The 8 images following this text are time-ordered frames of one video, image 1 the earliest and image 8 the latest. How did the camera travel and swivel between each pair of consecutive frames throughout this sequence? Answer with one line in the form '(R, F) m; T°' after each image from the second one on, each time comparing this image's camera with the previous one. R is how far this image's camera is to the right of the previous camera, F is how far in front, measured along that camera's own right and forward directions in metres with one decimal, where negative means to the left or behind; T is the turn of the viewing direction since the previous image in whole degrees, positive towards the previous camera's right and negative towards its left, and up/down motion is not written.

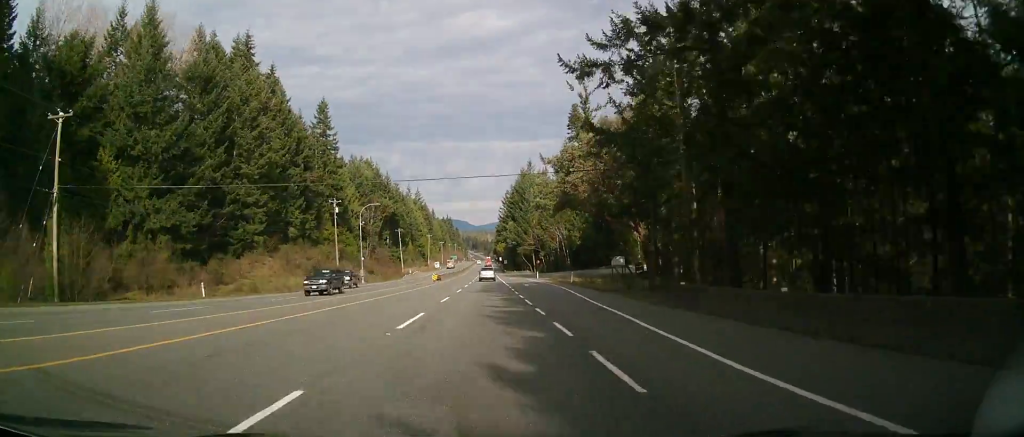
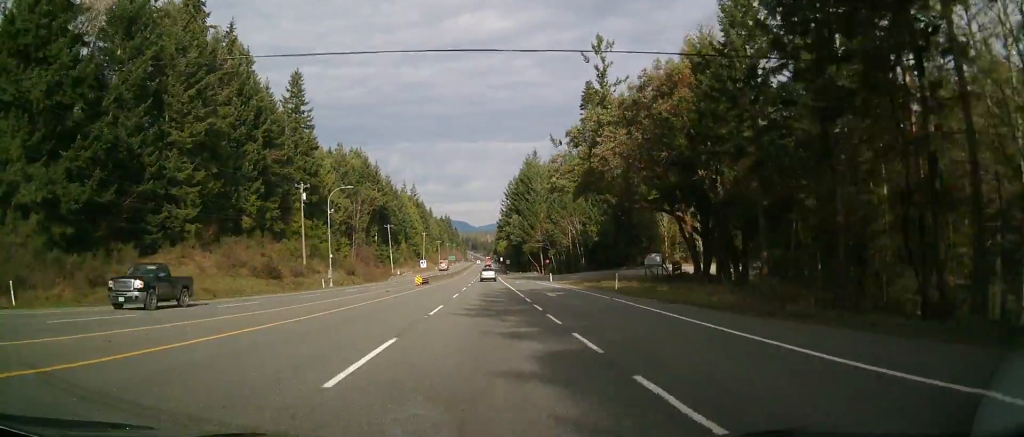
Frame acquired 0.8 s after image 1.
(0.0, +19.1) m; -1°
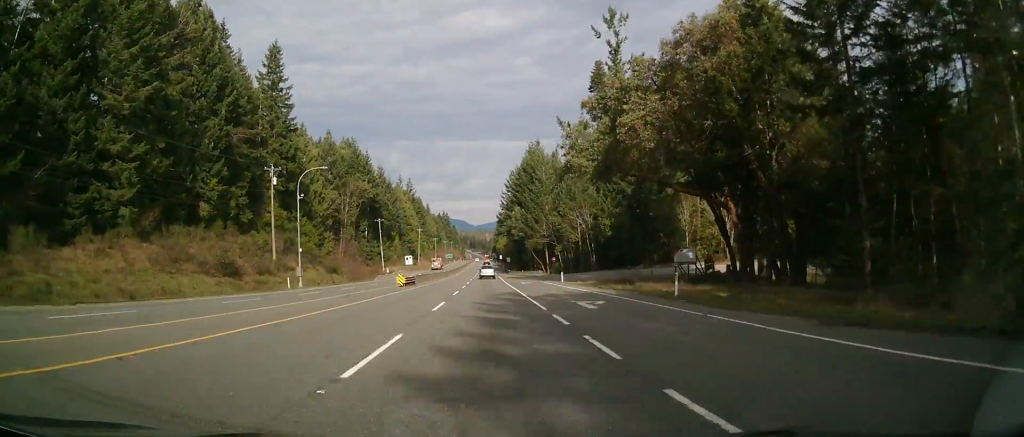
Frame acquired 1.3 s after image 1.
(0.0, +12.0) m; -1°
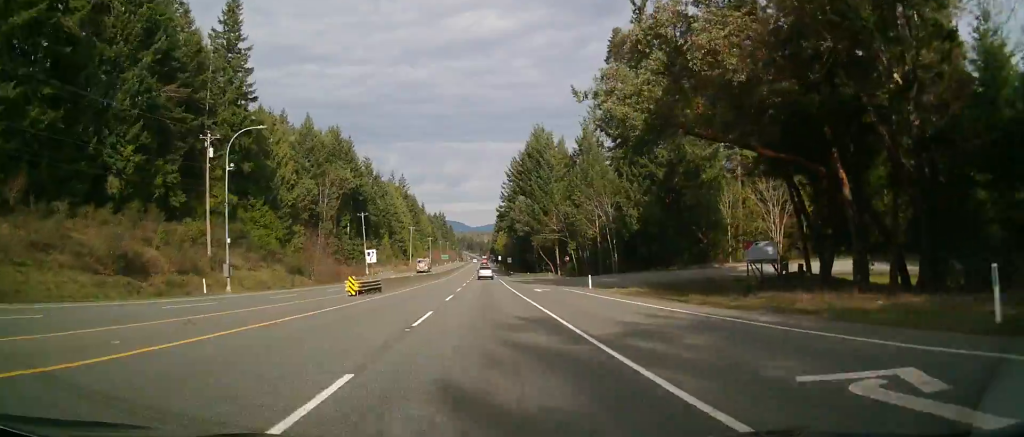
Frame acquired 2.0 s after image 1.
(-0.3, +17.7) m; -1°
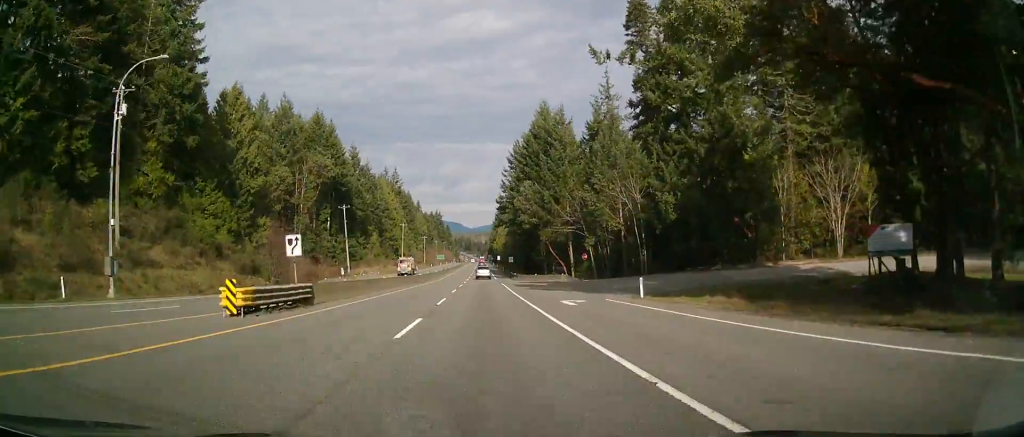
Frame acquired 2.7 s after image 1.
(0.0, +15.5) m; 0°
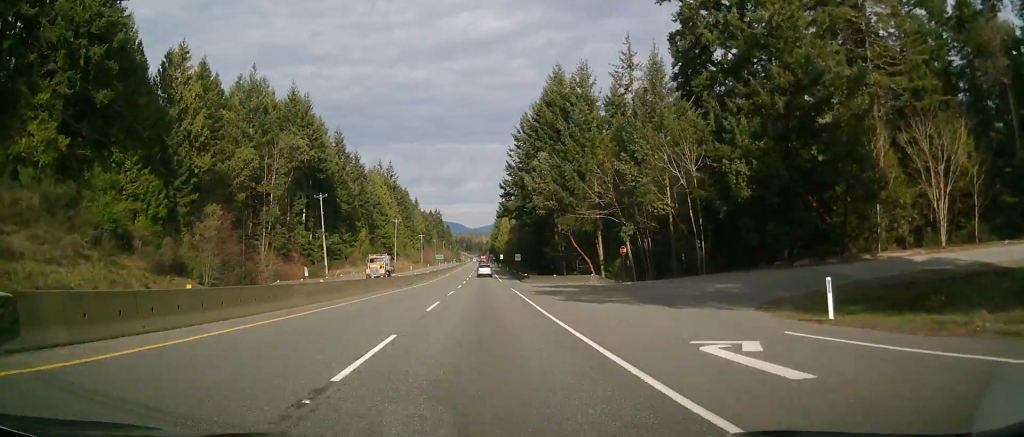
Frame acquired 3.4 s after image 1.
(0.0, +17.2) m; 0°
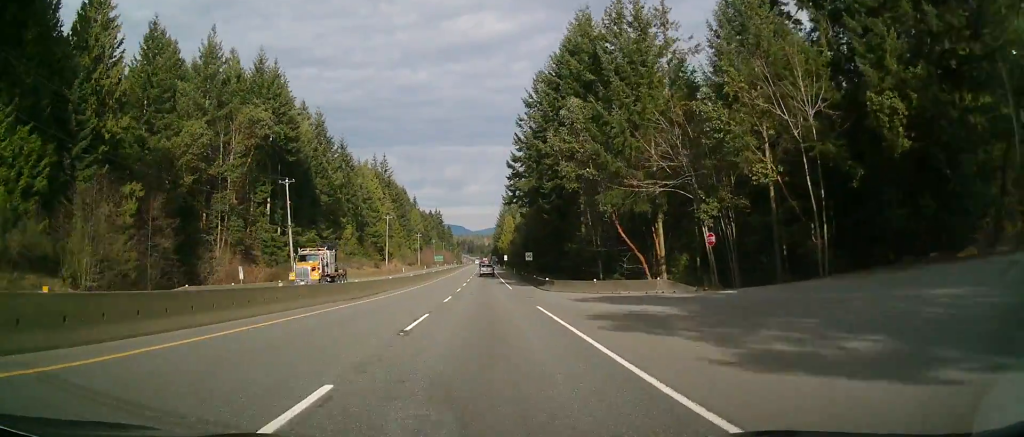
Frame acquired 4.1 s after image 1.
(+0.2, +18.1) m; +1°
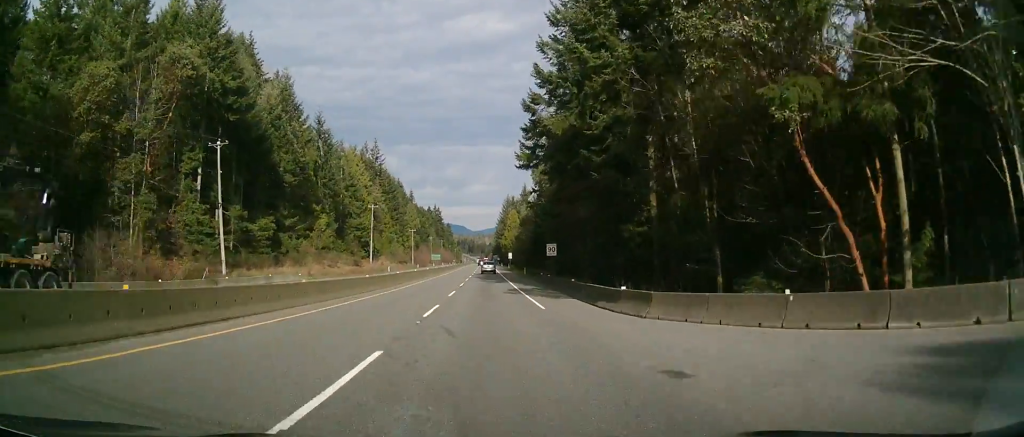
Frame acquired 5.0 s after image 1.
(0.0, +22.2) m; -2°
